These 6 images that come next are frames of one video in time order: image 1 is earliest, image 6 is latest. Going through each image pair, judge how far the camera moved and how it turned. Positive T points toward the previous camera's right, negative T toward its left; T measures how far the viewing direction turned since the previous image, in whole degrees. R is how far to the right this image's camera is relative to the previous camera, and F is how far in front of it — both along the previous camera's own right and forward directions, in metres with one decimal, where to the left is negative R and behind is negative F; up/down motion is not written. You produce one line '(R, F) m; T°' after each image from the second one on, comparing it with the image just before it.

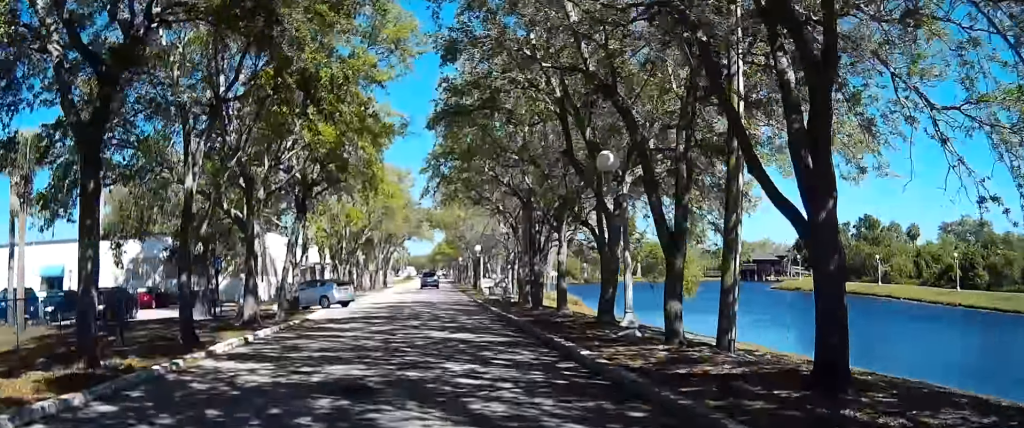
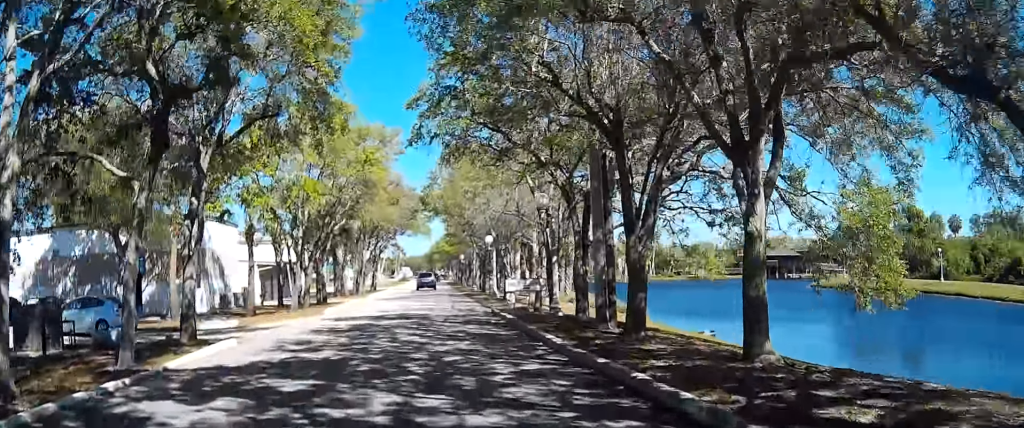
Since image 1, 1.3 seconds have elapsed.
(-0.1, +14.7) m; 0°
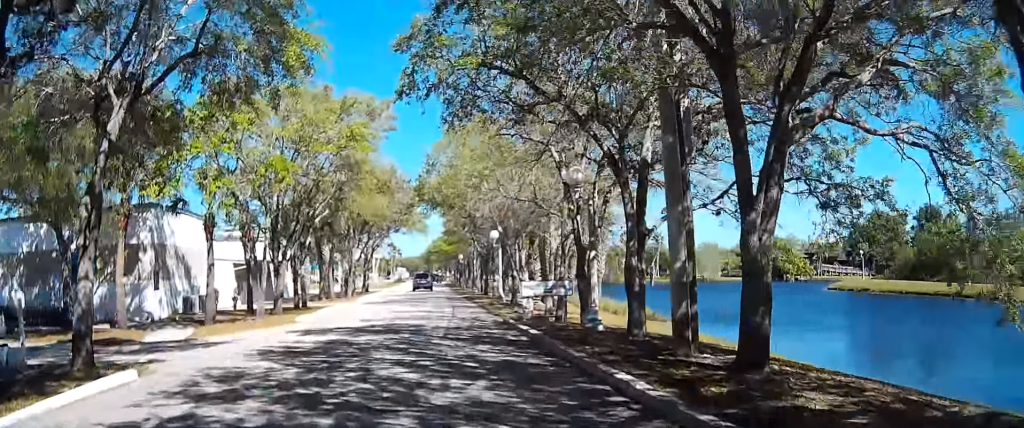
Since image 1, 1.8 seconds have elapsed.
(-0.1, +6.0) m; +1°
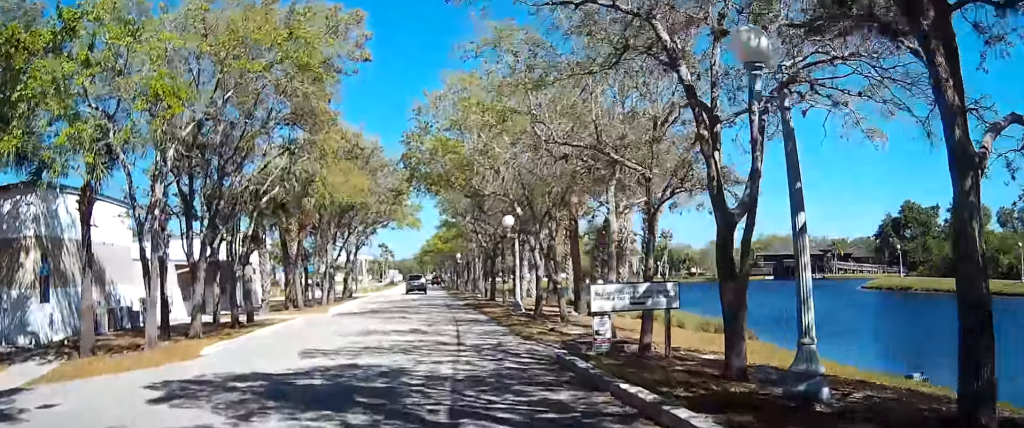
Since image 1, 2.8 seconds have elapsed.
(+0.3, +10.3) m; +2°
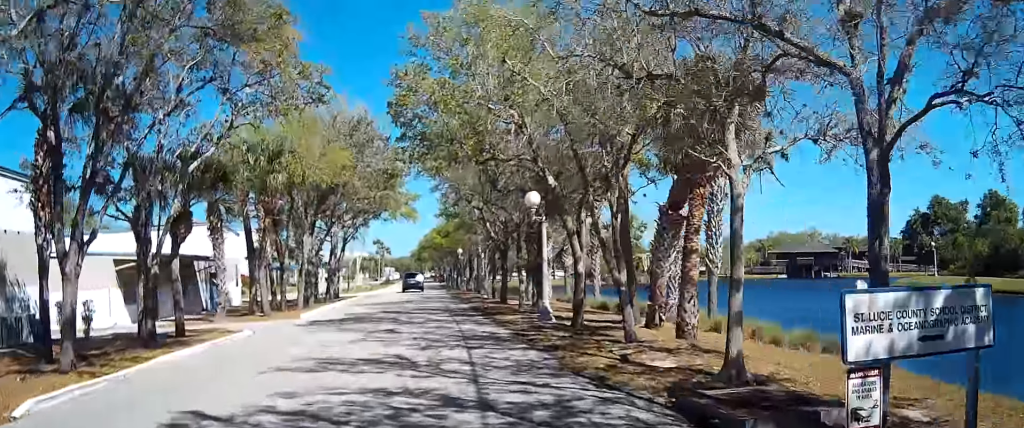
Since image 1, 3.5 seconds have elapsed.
(+0.1, +7.7) m; +1°
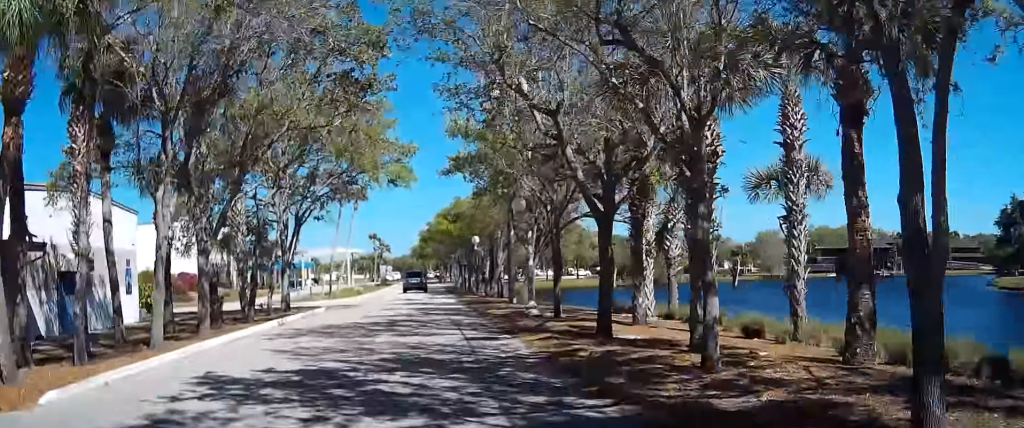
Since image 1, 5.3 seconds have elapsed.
(-0.1, +20.4) m; -2°
